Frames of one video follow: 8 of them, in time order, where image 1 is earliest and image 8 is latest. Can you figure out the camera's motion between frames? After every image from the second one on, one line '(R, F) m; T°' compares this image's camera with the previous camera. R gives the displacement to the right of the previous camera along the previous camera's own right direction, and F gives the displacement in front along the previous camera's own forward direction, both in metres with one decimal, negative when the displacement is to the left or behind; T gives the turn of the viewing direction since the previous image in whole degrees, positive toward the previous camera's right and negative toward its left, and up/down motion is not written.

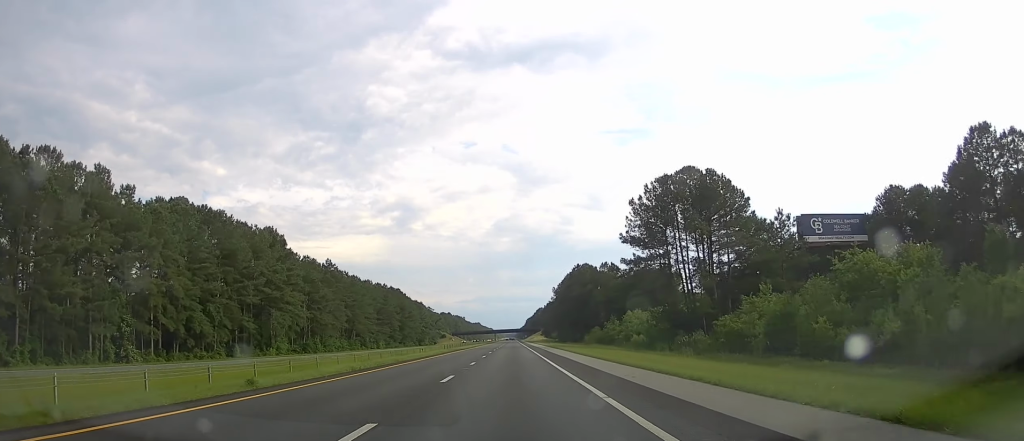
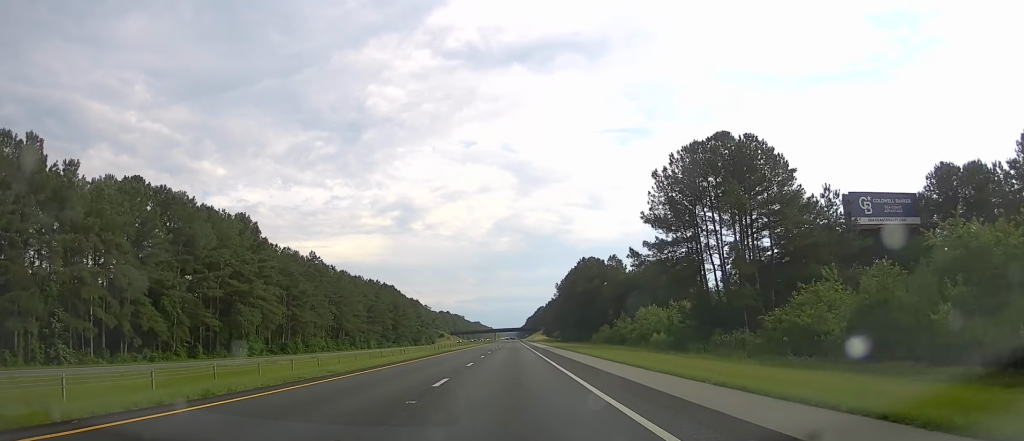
(+0.1, +14.0) m; 0°
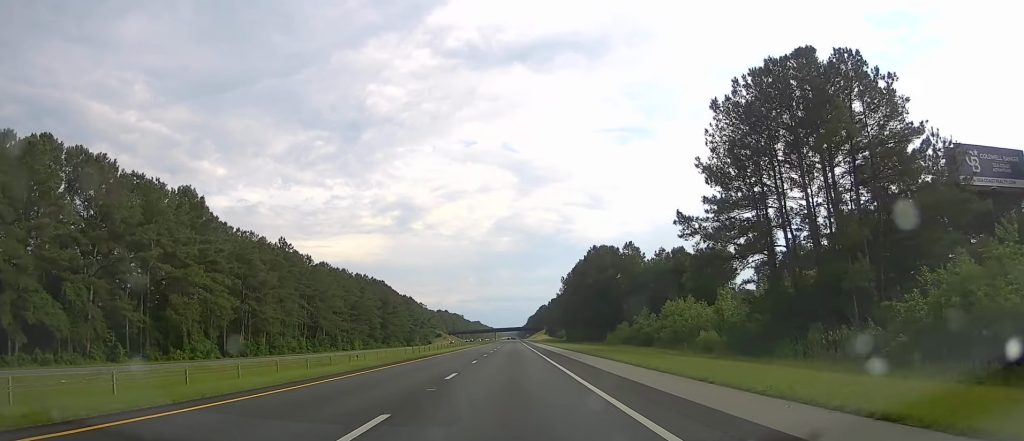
(-0.3, +21.5) m; 0°
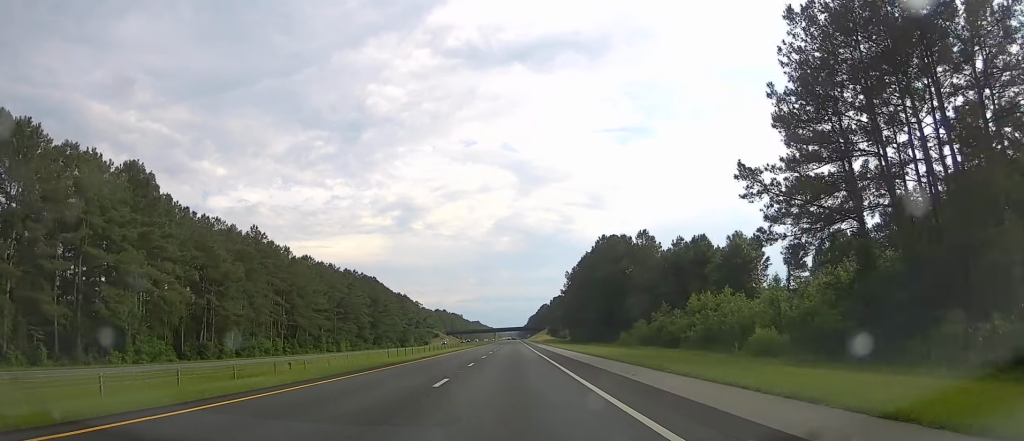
(0.0, +15.1) m; 0°
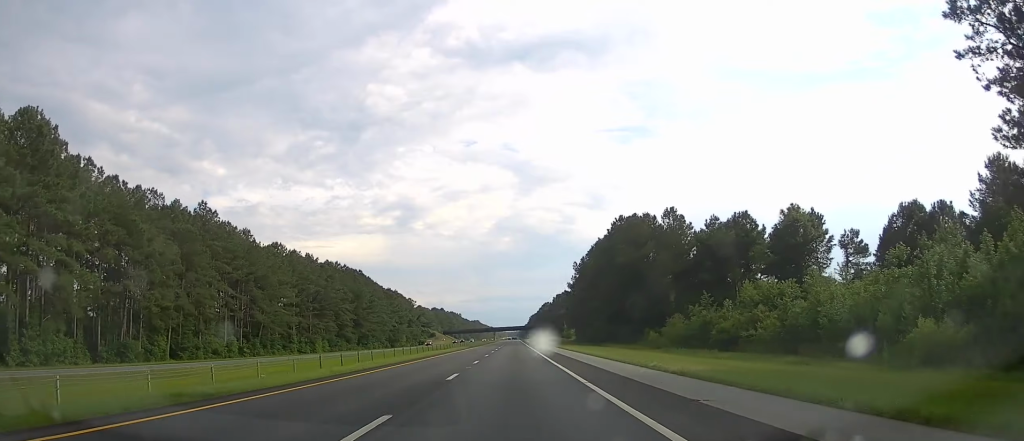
(+0.2, +21.5) m; 0°
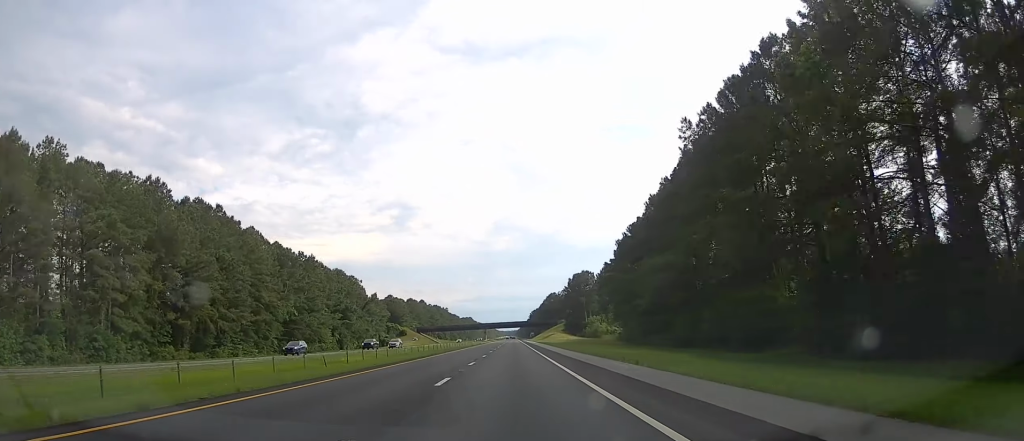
(-0.1, +99.7) m; 0°
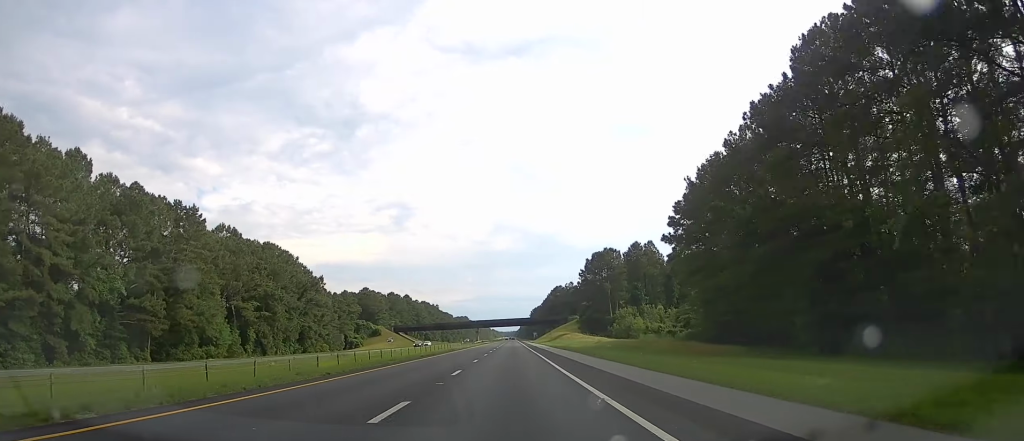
(+0.6, +55.8) m; 0°
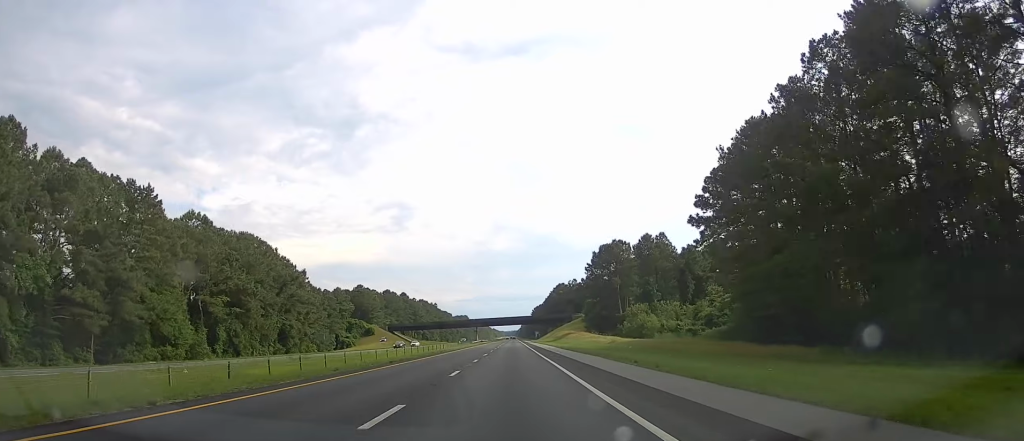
(0.0, +12.9) m; 0°
